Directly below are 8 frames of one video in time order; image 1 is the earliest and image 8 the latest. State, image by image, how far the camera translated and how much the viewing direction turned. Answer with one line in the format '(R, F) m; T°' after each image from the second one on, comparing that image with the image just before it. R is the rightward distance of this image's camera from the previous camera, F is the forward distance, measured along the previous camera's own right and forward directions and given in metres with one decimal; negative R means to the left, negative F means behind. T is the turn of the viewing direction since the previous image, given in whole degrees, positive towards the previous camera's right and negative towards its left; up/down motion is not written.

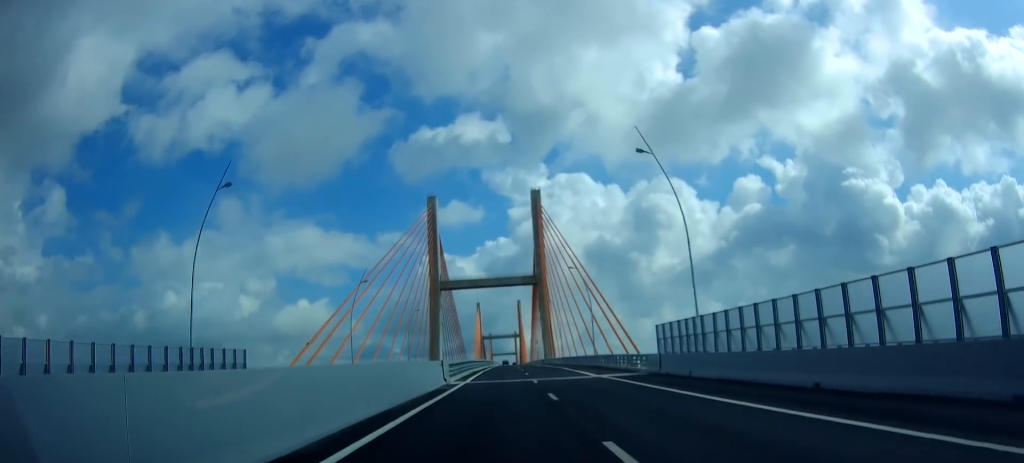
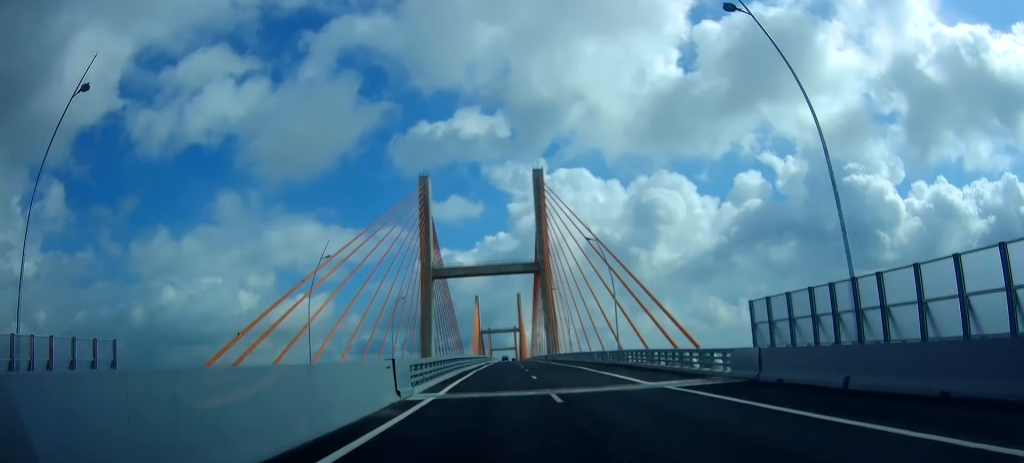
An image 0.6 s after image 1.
(0.0, +14.2) m; -1°
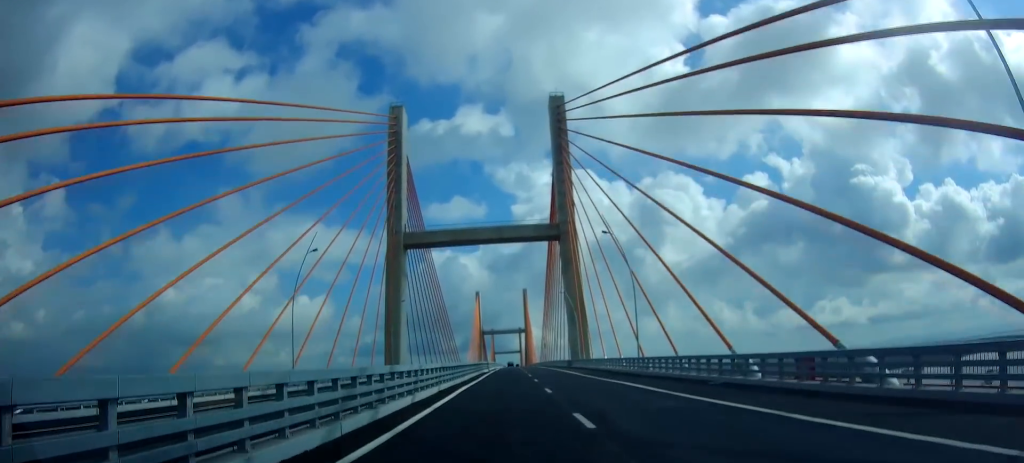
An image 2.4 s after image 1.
(-1.5, +42.5) m; -2°
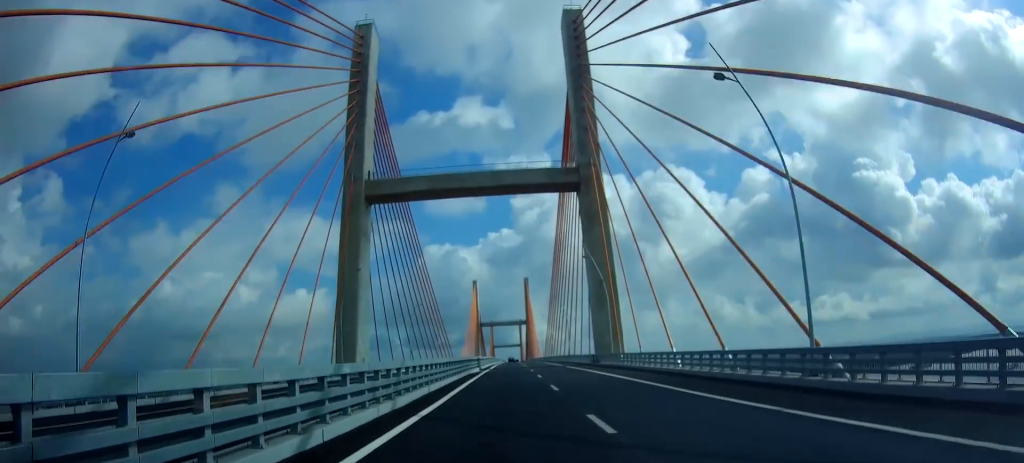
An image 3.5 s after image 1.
(+0.7, +25.1) m; +2°
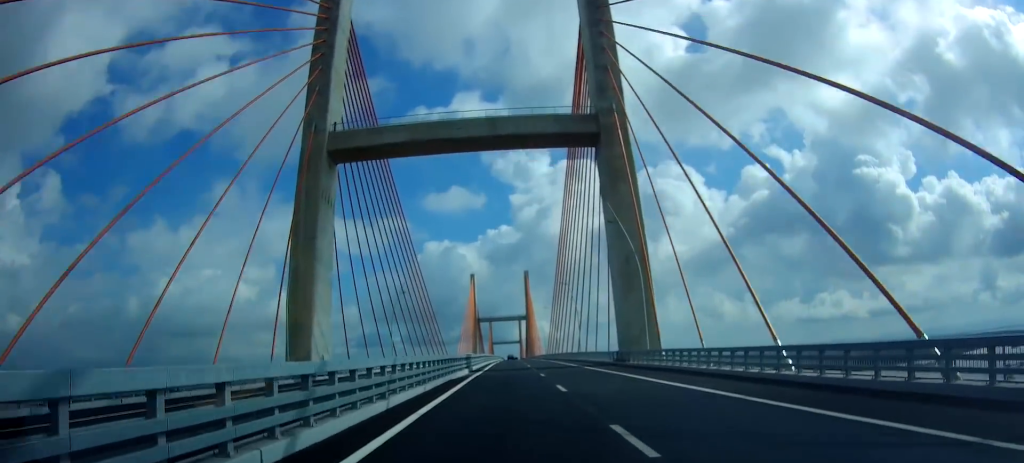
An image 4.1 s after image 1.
(+0.3, +14.9) m; 0°
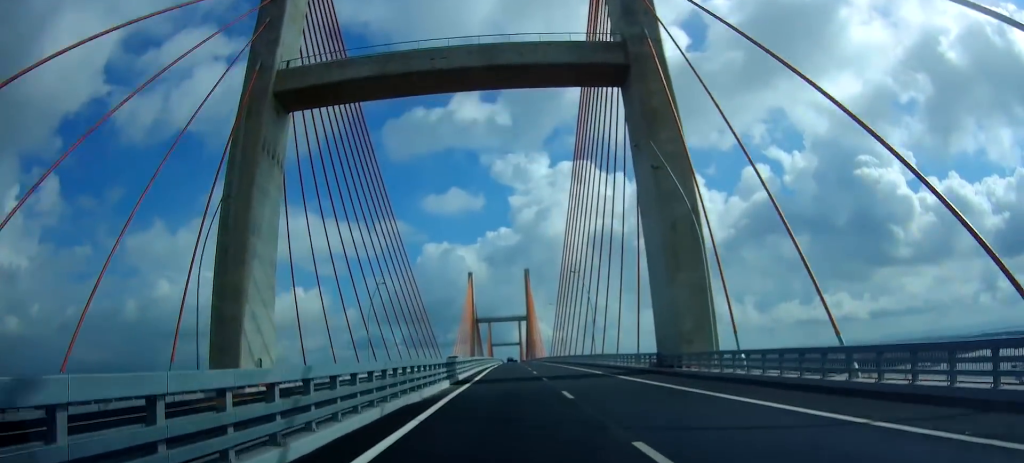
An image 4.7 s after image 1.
(-0.3, +13.2) m; -1°
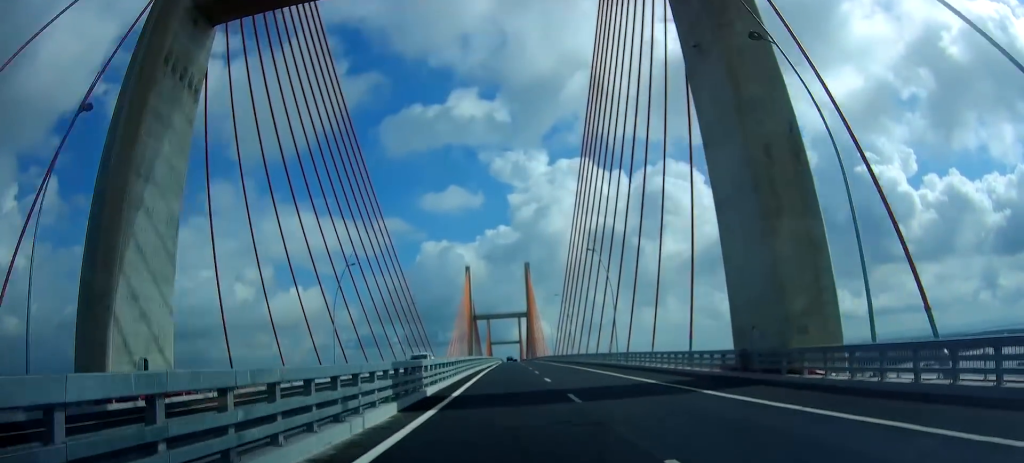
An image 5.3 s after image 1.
(-0.2, +14.0) m; 0°
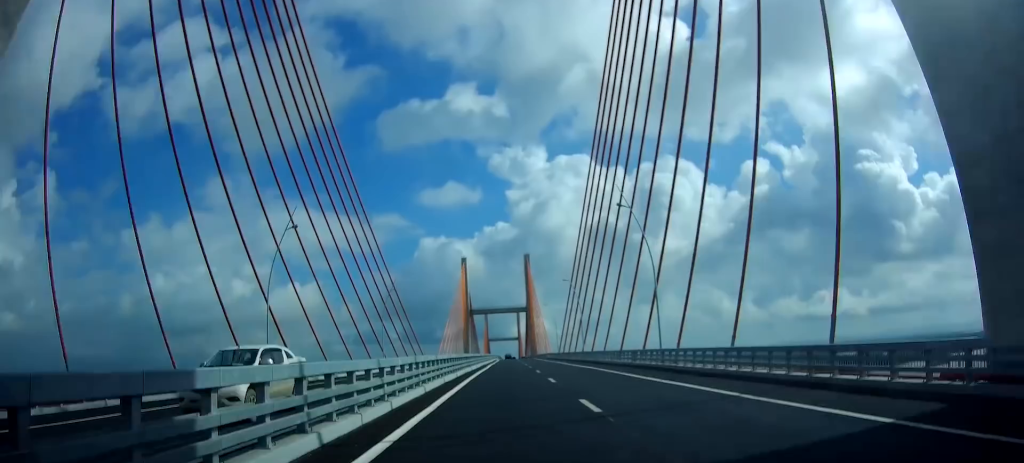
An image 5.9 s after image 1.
(+0.1, +15.6) m; +1°
